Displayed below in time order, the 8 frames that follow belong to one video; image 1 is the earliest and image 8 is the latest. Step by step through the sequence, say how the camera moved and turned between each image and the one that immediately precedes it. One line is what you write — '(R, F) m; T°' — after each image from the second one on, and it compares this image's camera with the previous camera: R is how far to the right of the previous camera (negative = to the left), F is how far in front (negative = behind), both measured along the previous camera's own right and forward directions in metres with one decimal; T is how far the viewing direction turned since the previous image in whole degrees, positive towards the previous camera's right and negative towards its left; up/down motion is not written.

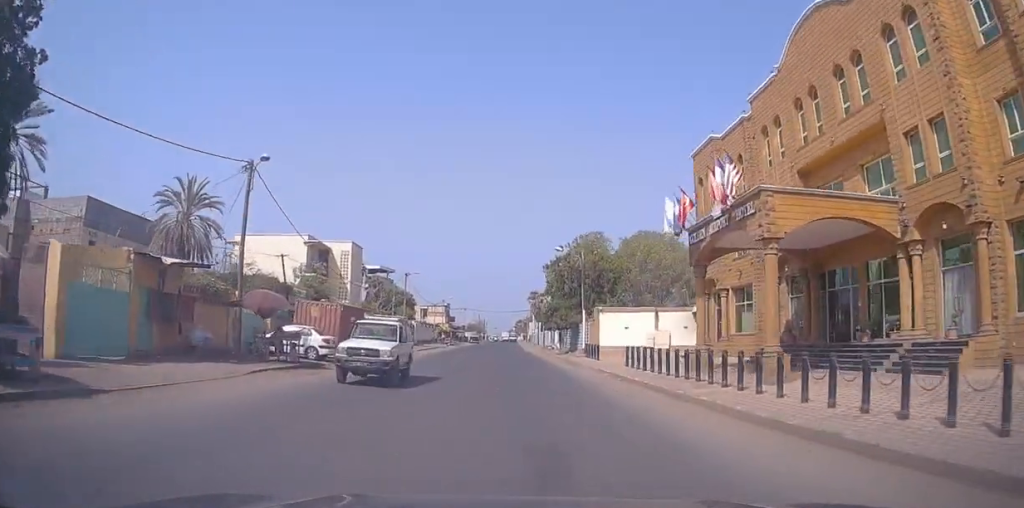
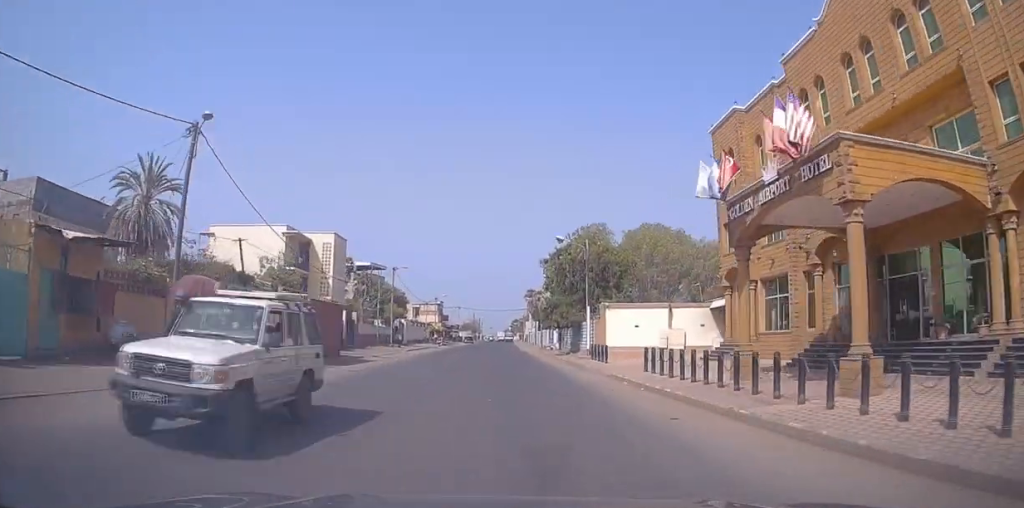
(-0.2, +4.7) m; -1°
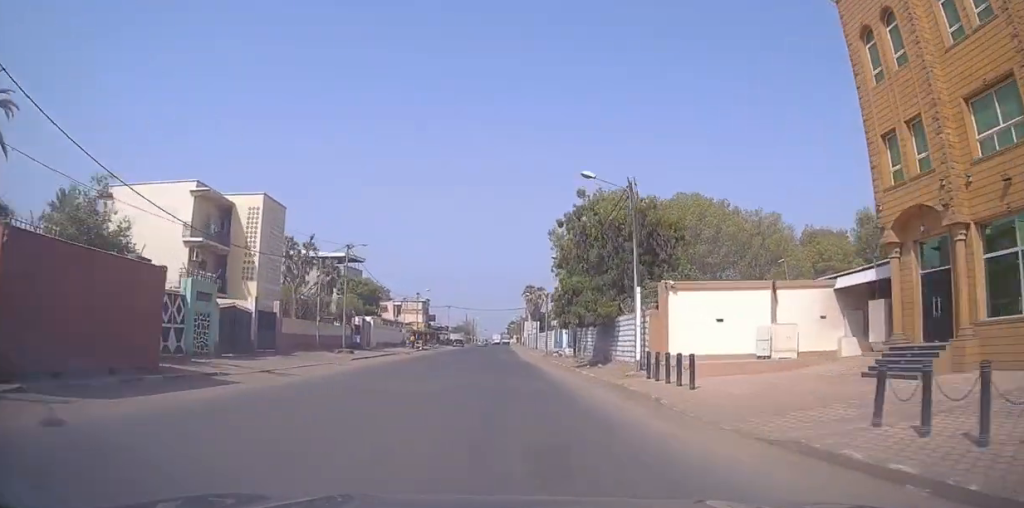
(-0.3, +16.0) m; +2°
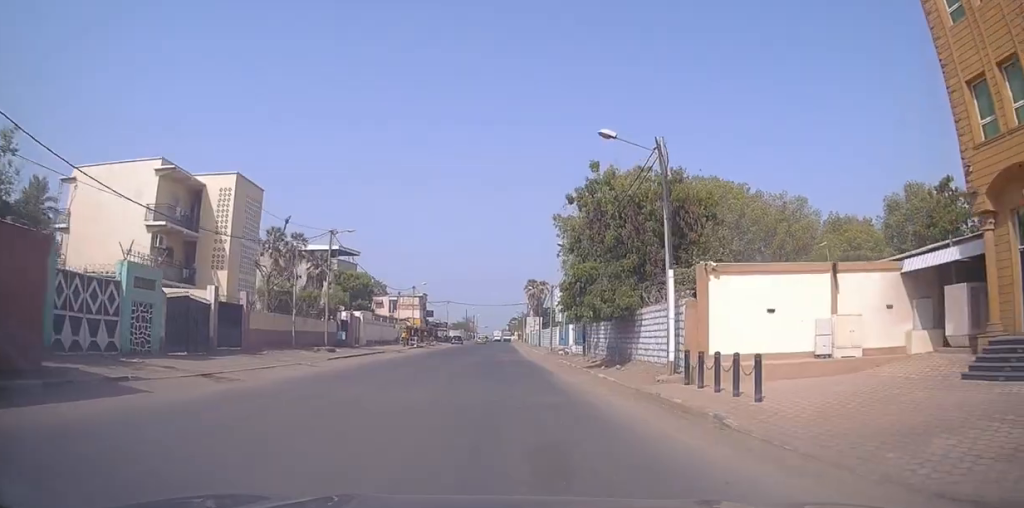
(+0.1, +4.4) m; 0°
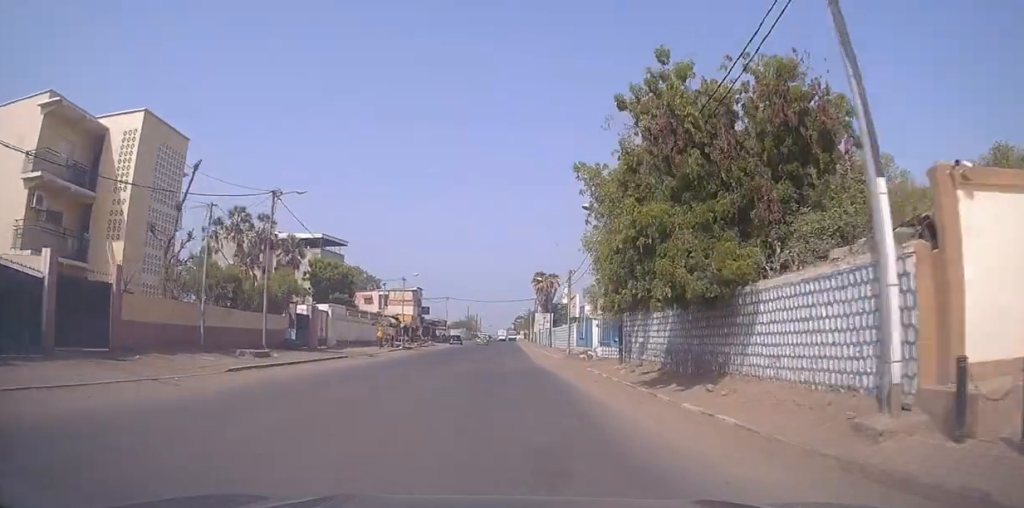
(+0.2, +10.7) m; -1°
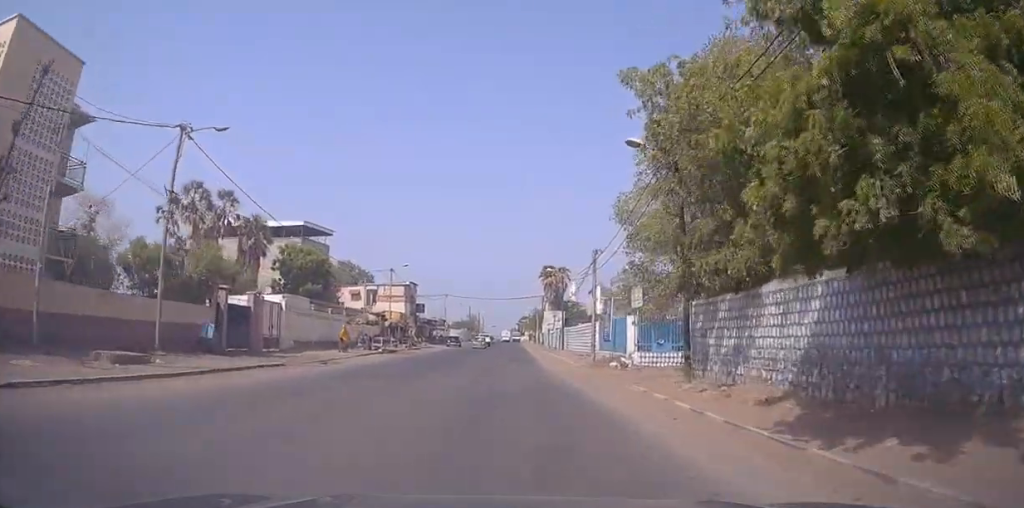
(-0.4, +9.6) m; -2°
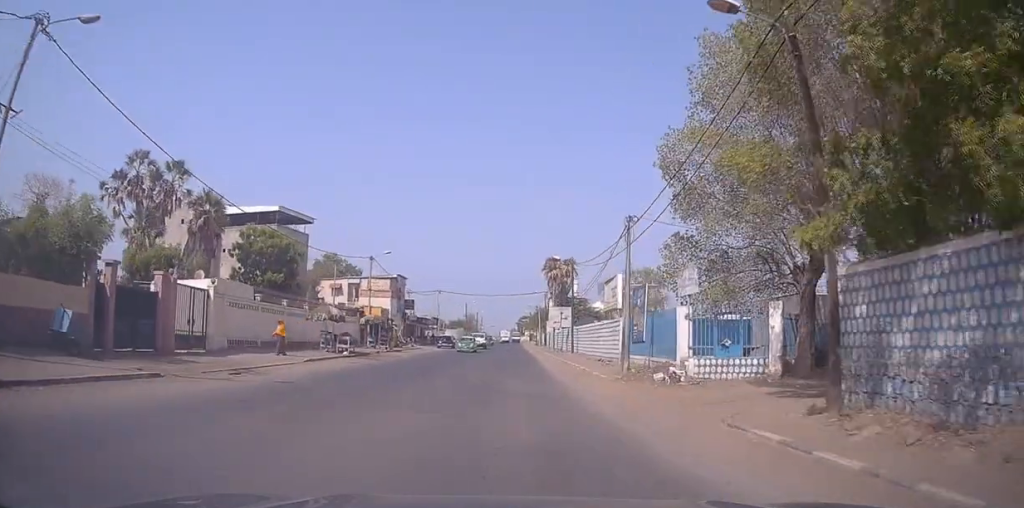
(+0.1, +8.7) m; 0°
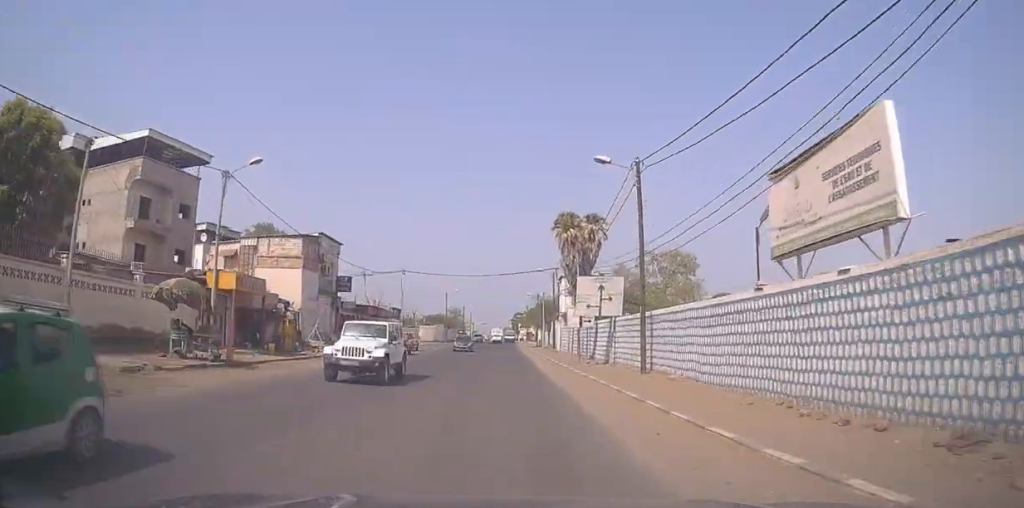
(+0.9, +26.6) m; +2°
